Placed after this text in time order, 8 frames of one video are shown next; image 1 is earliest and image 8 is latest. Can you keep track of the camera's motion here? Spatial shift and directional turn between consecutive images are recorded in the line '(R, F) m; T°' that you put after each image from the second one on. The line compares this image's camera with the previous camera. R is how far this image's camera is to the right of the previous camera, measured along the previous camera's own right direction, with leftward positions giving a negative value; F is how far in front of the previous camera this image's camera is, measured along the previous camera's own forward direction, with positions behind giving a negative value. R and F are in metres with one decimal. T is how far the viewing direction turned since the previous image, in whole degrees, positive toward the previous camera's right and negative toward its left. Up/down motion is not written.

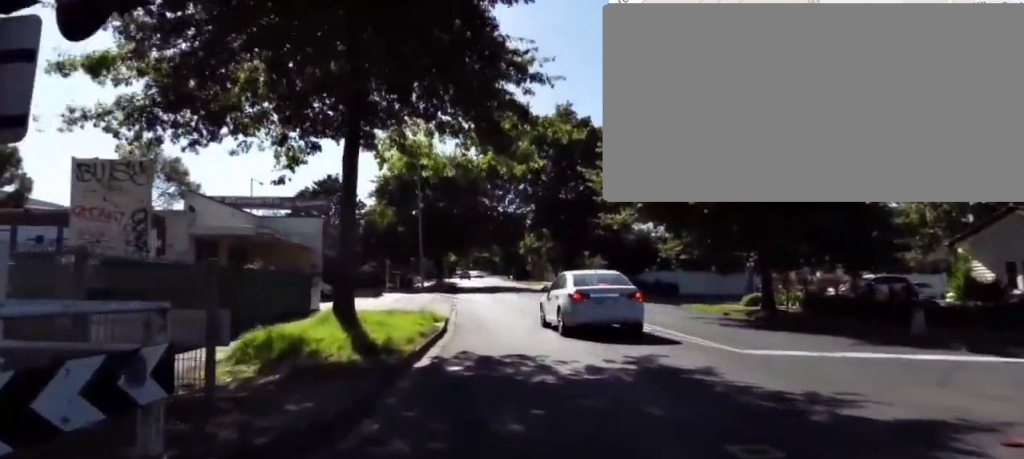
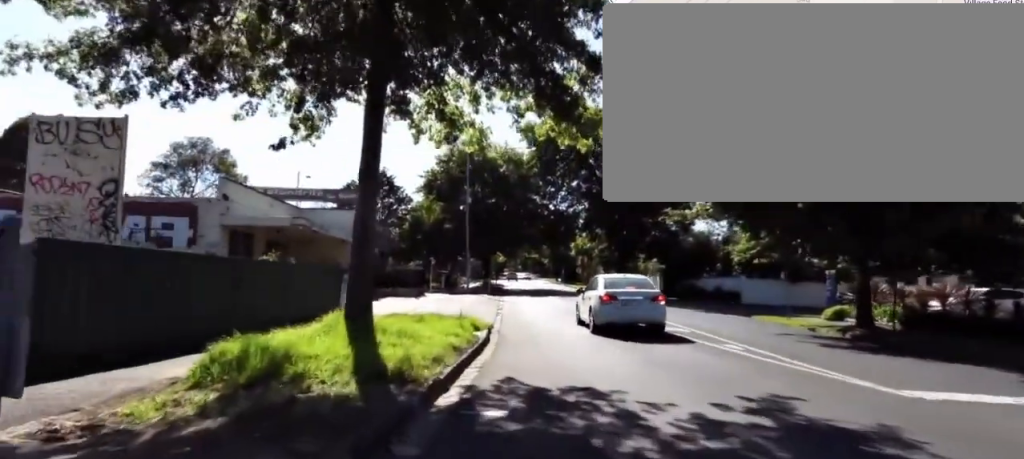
(-0.2, +2.6) m; +7°
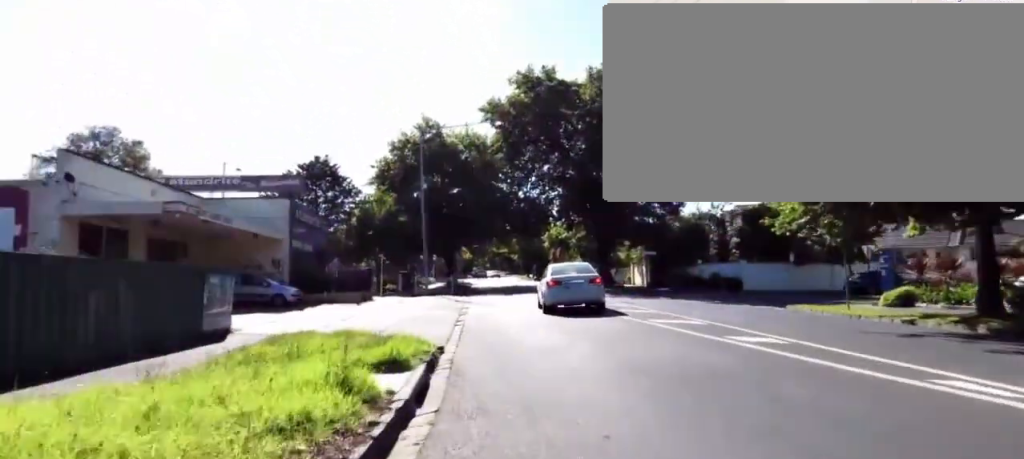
(+1.4, +6.4) m; +6°
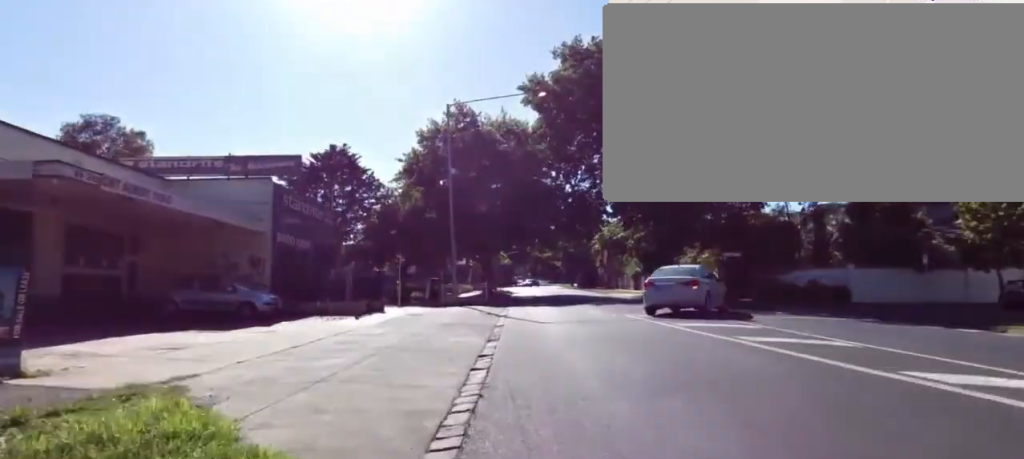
(-1.0, +6.9) m; -3°
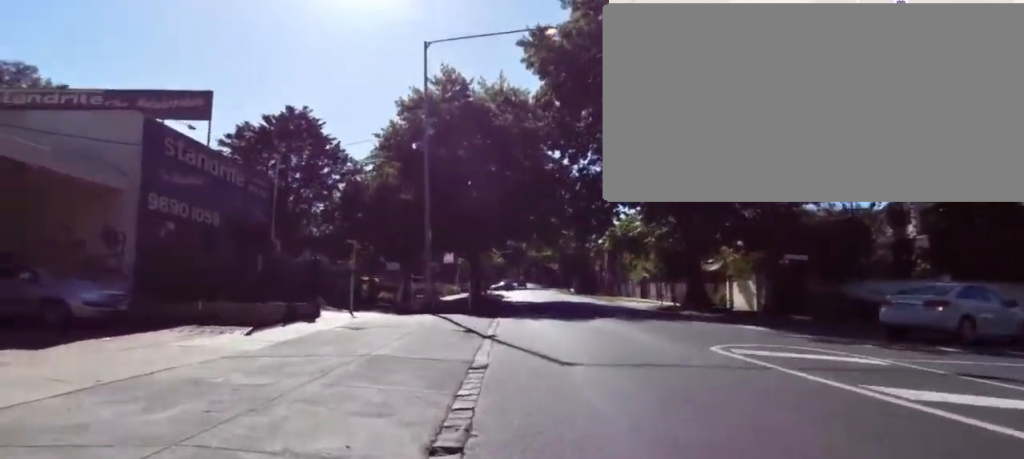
(+0.4, +7.9) m; -5°
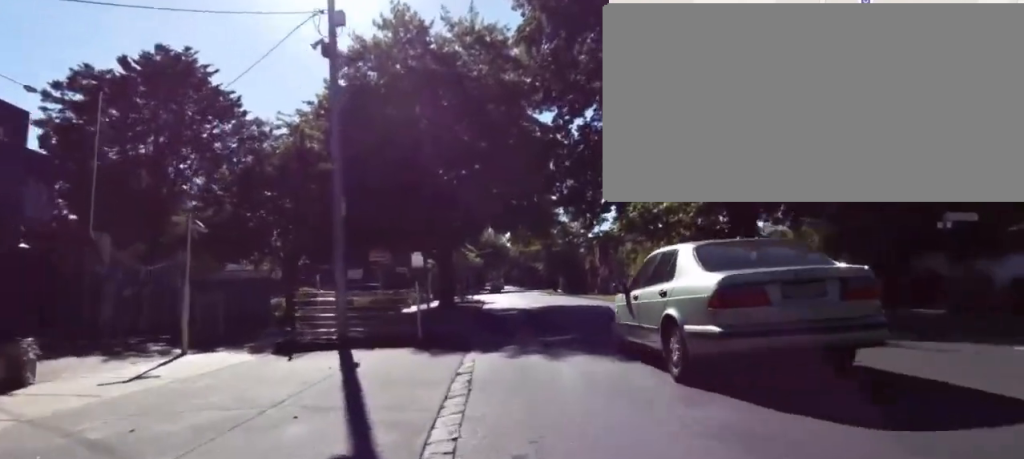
(-1.3, +11.1) m; +3°
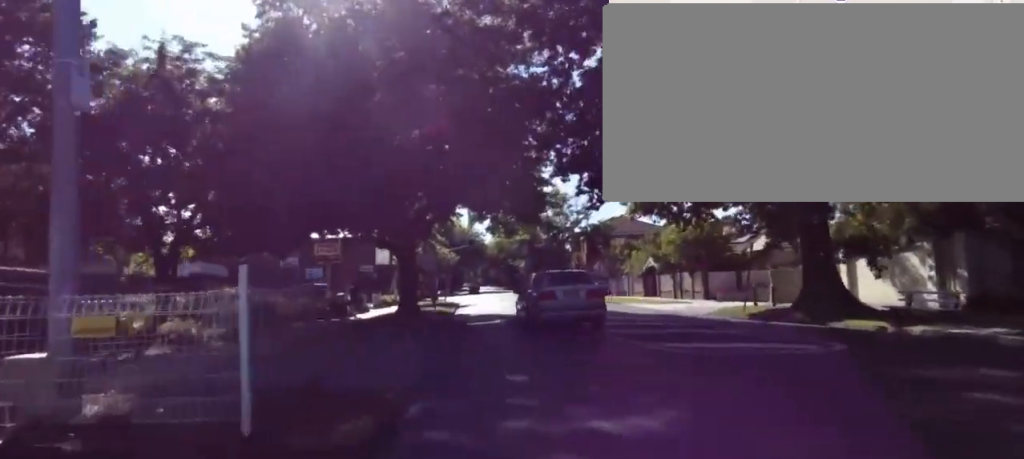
(+1.0, +8.0) m; -2°
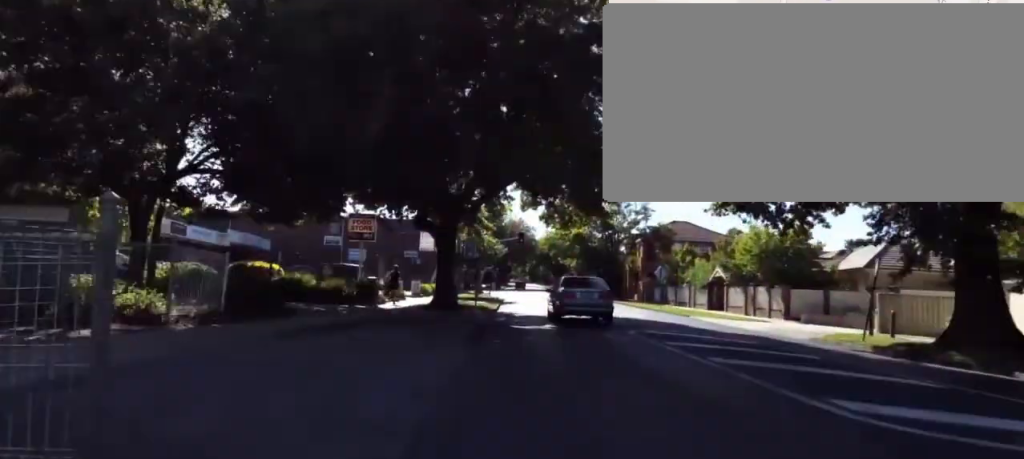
(-0.5, +4.0) m; -7°
